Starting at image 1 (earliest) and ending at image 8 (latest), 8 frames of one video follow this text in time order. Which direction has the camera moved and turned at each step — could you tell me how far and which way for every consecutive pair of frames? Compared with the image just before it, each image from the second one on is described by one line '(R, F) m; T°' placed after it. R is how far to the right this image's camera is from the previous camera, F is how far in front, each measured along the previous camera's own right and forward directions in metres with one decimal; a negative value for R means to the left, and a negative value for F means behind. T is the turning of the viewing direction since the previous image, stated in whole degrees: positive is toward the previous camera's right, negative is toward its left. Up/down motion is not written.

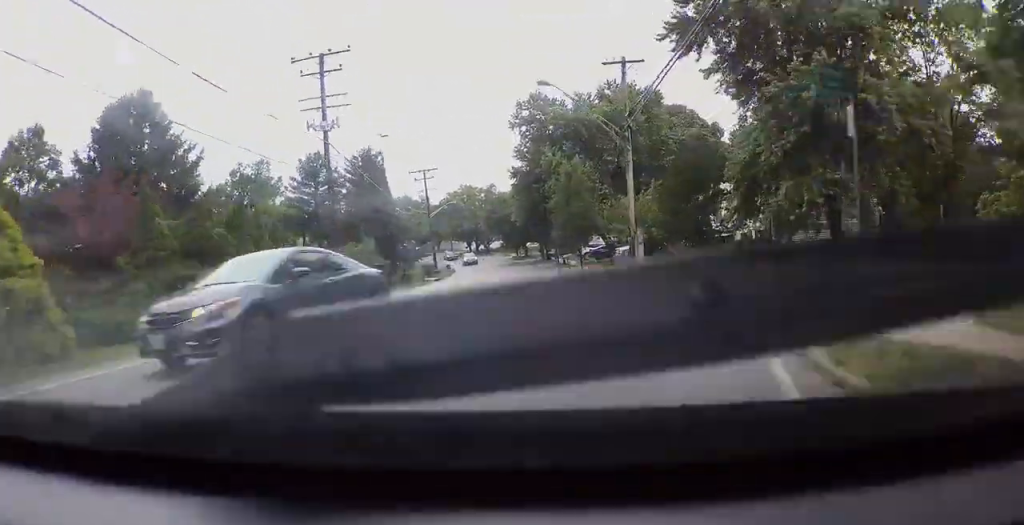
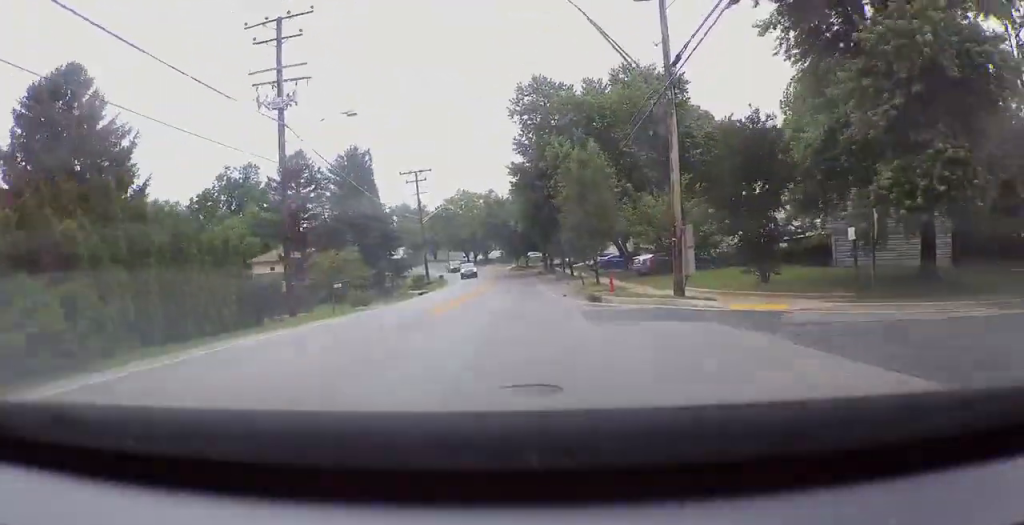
(0.0, +7.4) m; 0°
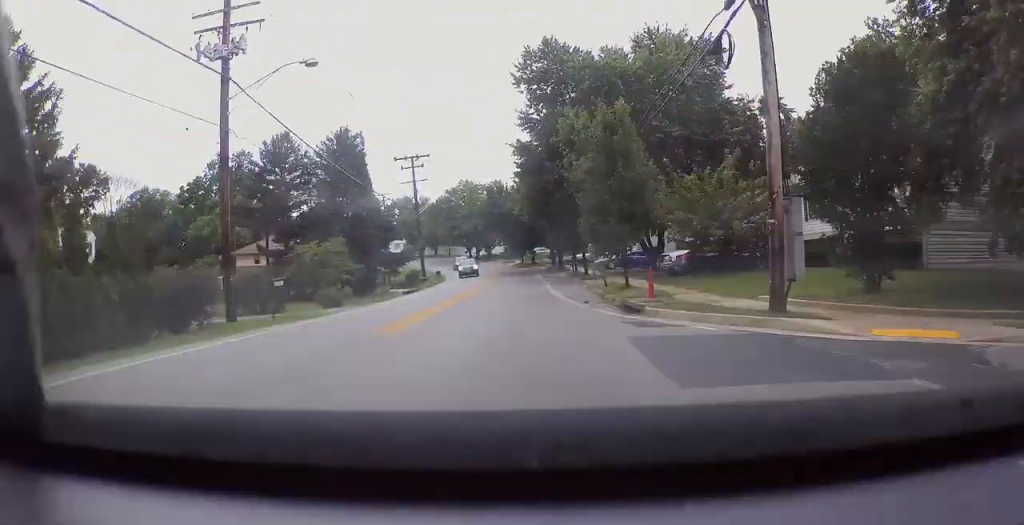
(0.0, +6.9) m; 0°
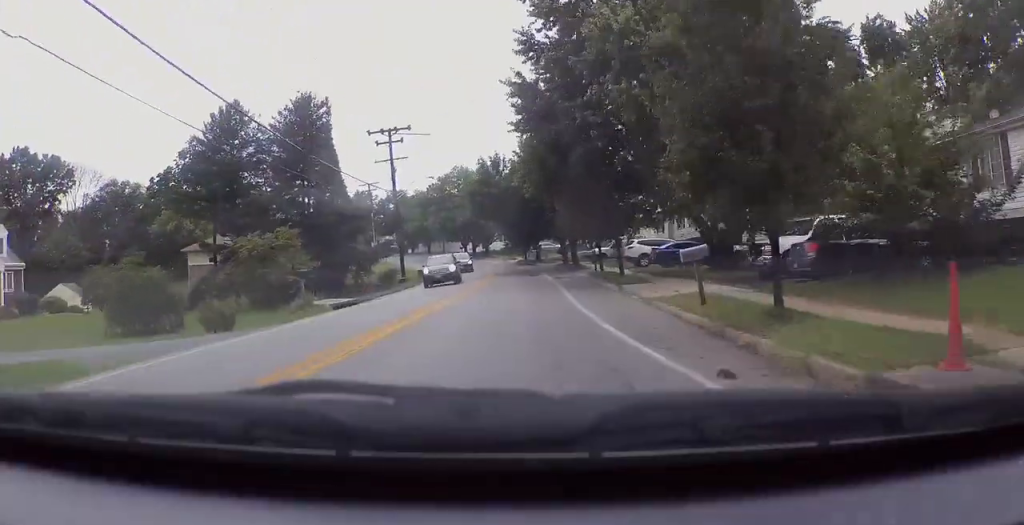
(0.0, +13.3) m; 0°
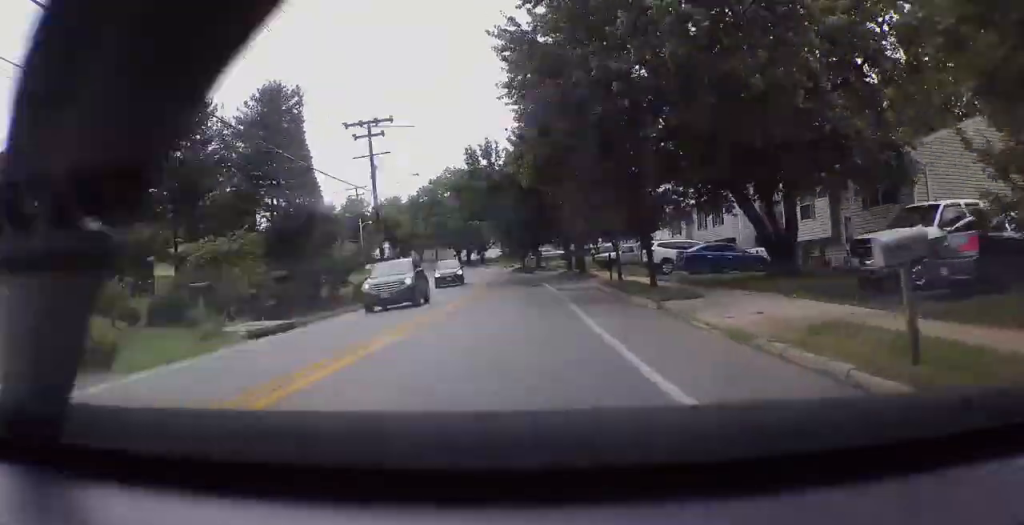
(0.0, +7.0) m; 0°
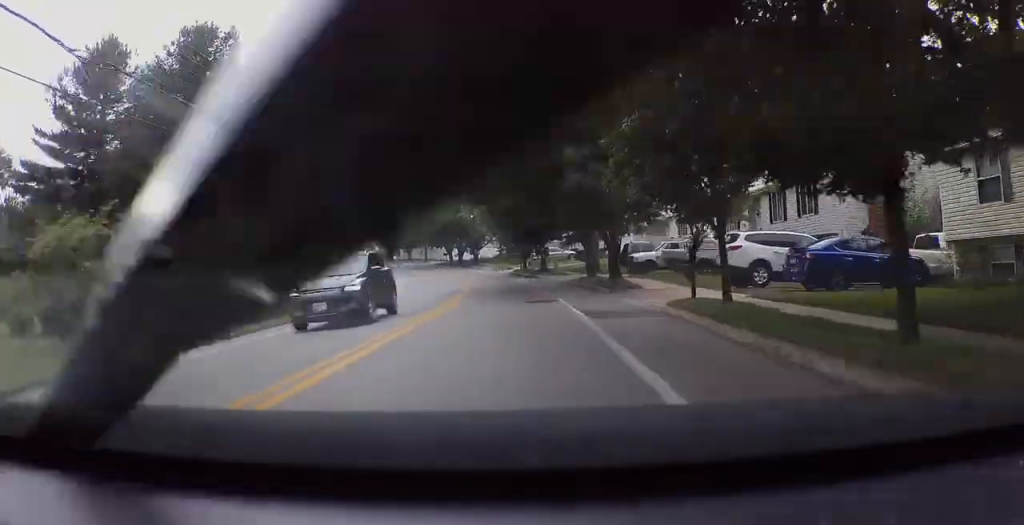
(0.0, +13.8) m; +1°
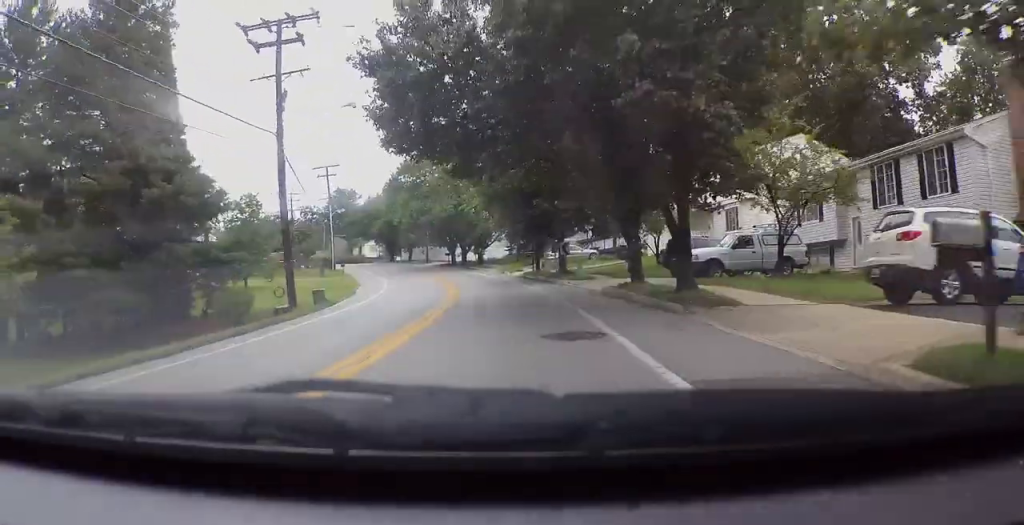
(0.0, +9.5) m; 0°
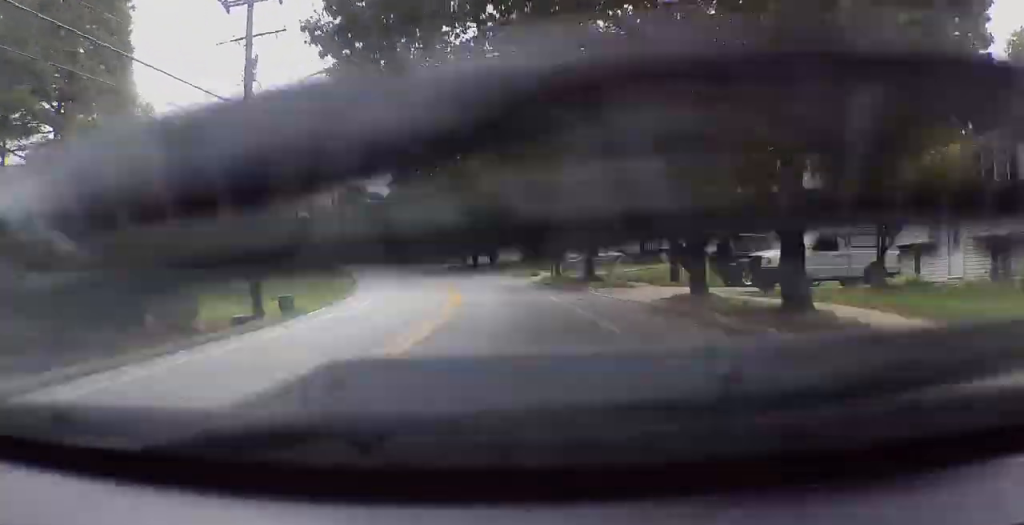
(+0.1, +5.5) m; -1°
